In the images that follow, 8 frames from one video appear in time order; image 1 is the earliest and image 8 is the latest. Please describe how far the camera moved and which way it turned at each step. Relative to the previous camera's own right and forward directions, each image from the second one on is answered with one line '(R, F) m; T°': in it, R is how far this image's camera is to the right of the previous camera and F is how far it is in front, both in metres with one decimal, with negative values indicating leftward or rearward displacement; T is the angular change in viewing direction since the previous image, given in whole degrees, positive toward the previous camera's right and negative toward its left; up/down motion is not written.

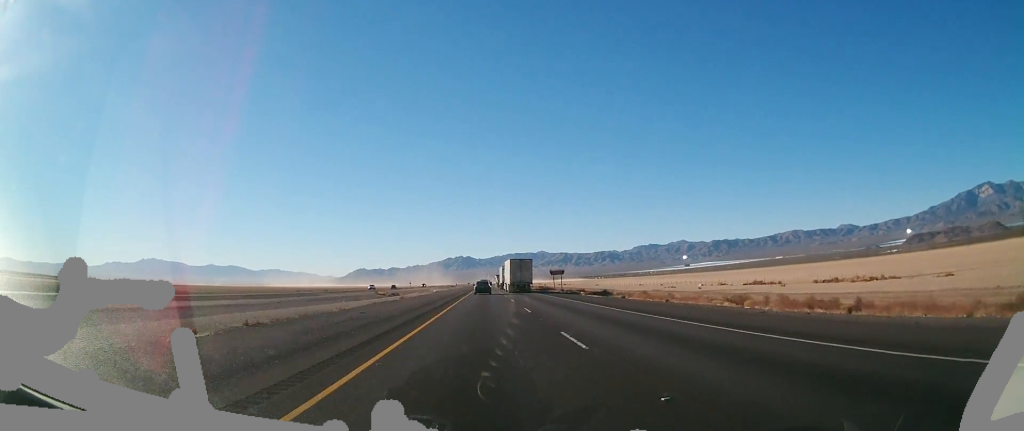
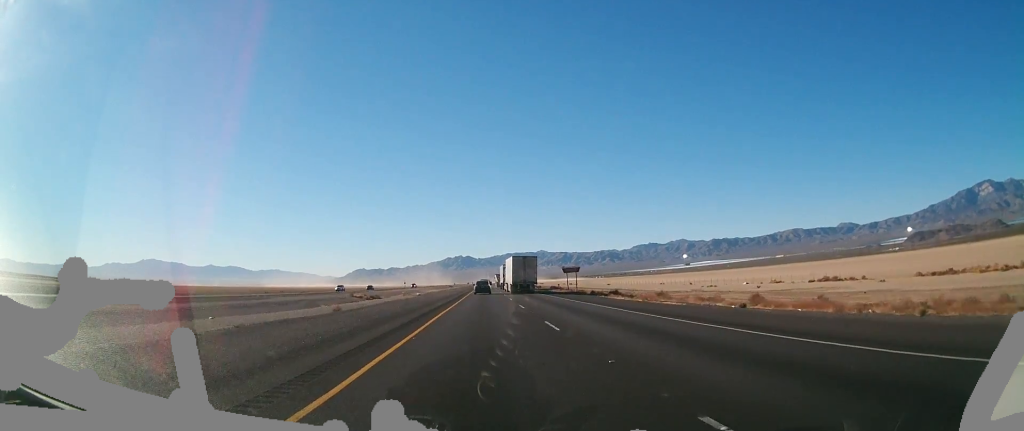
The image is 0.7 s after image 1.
(+0.1, +24.8) m; 0°
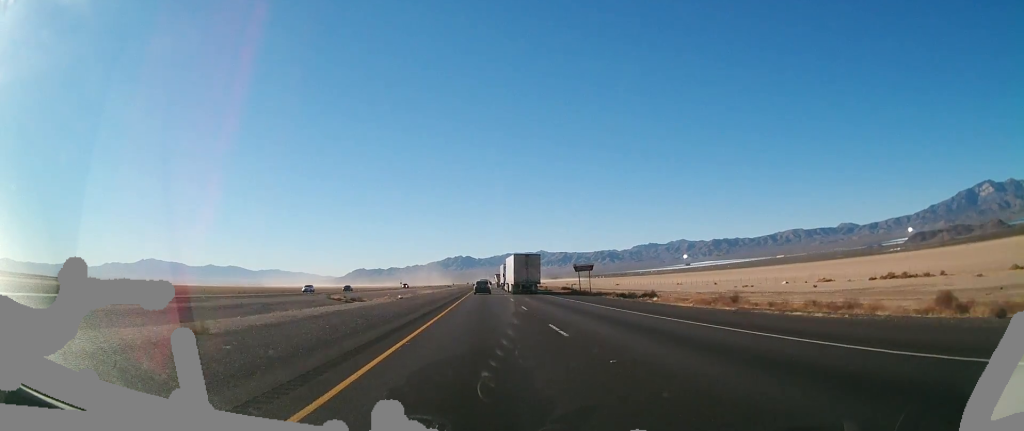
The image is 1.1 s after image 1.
(+0.3, +16.1) m; 0°
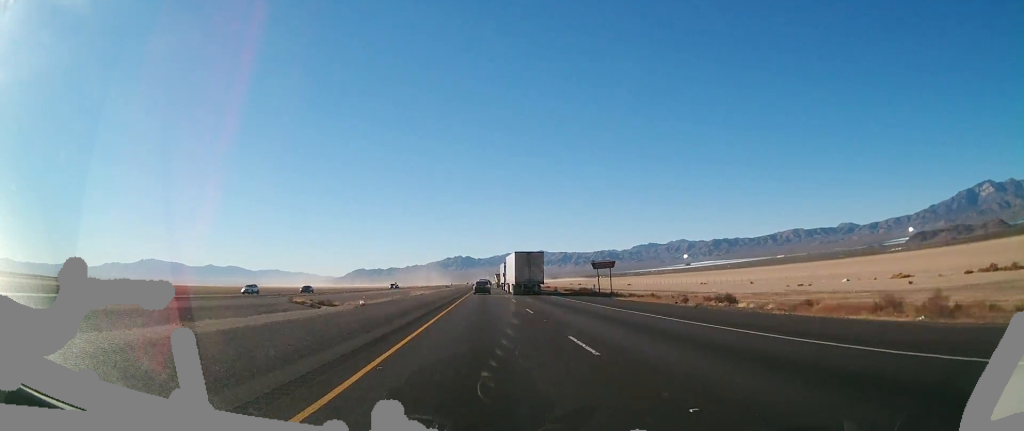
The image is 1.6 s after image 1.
(-0.1, +18.6) m; 0°
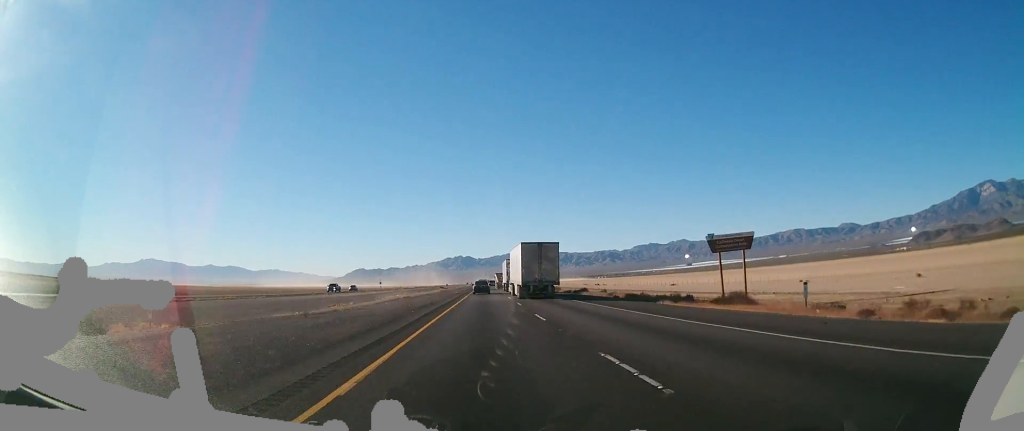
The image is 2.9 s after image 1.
(0.0, +48.0) m; 0°
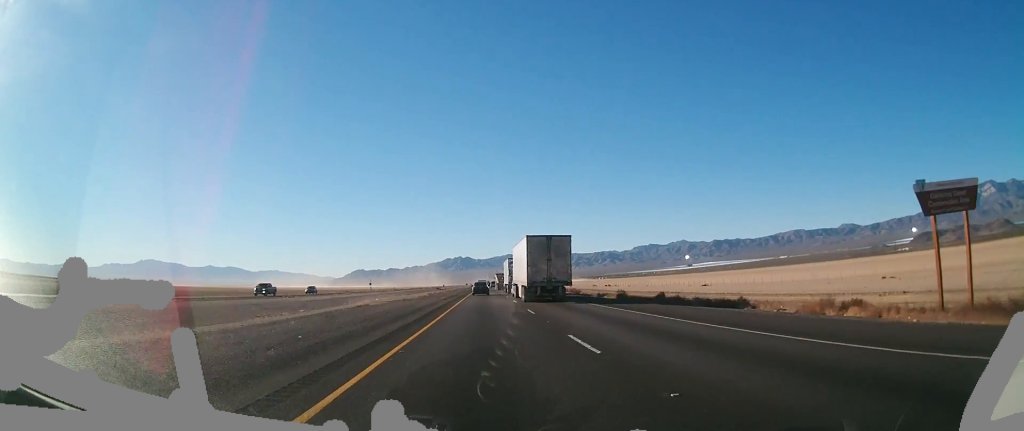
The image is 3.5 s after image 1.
(+0.1, +23.2) m; 0°
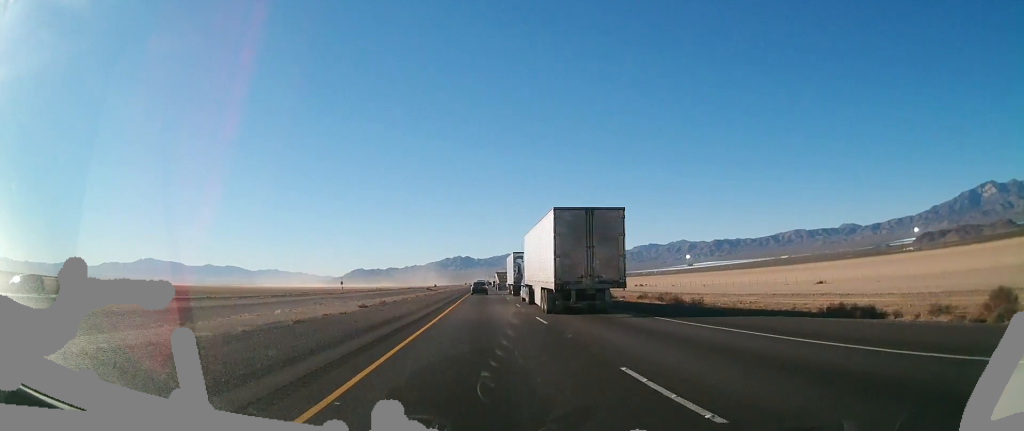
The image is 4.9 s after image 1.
(-0.4, +48.8) m; 0°
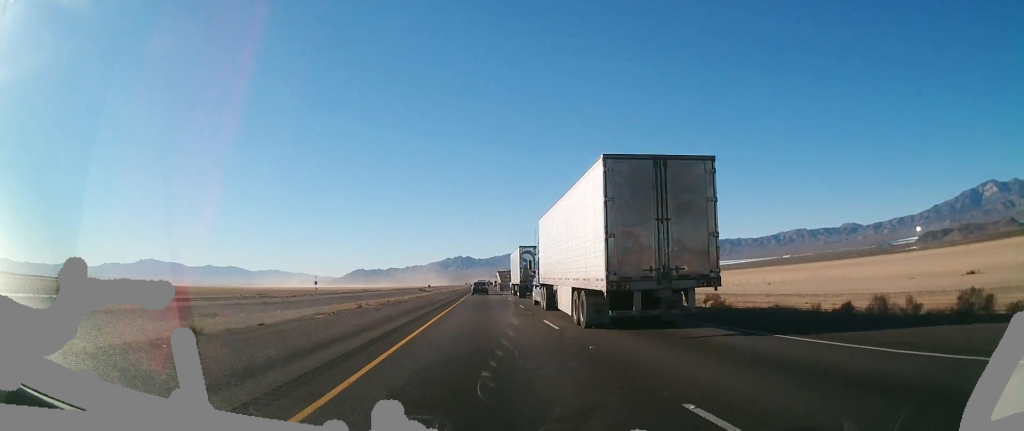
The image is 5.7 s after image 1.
(+0.2, +31.8) m; 0°
